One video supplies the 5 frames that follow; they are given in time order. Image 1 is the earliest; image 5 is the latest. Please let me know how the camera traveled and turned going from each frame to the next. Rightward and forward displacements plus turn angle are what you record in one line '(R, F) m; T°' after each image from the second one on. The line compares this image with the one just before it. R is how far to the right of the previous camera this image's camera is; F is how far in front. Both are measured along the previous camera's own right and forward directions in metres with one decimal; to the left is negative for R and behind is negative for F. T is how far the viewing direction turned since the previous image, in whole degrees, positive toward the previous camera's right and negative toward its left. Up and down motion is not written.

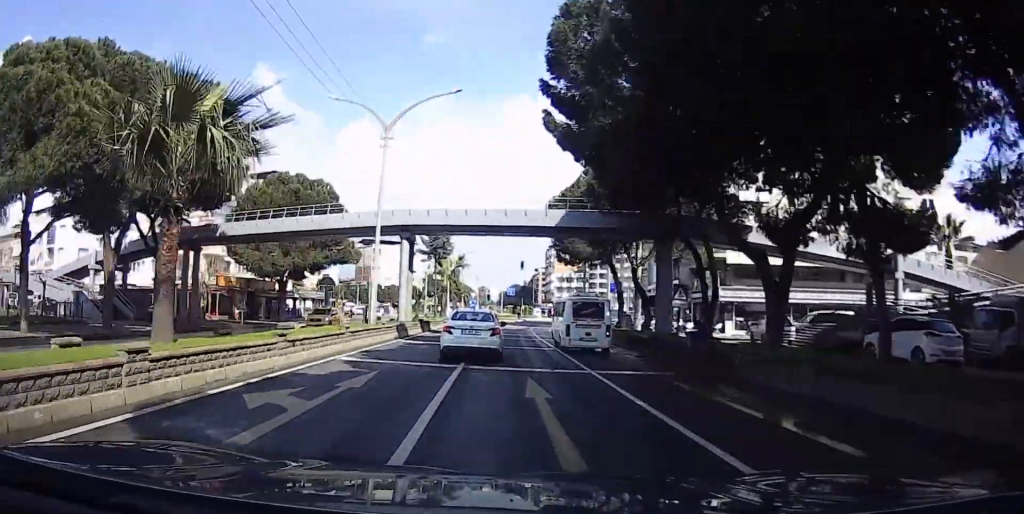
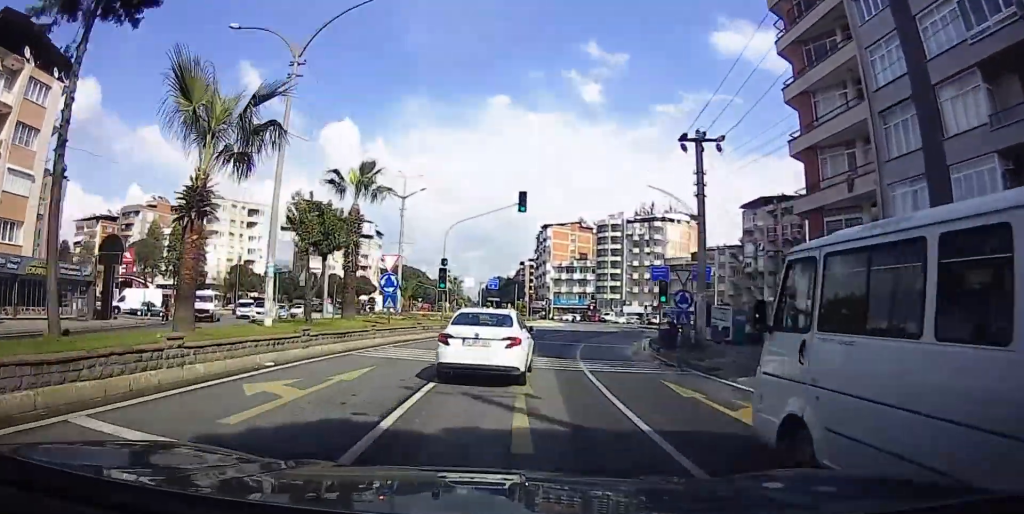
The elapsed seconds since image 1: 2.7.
(+3.7, +47.2) m; +9°
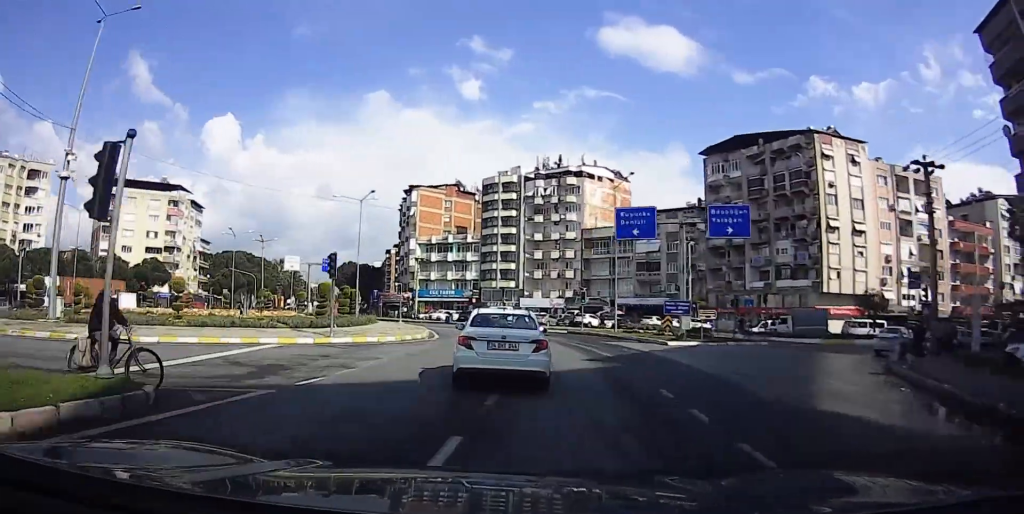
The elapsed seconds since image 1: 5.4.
(+0.1, +42.1) m; -1°
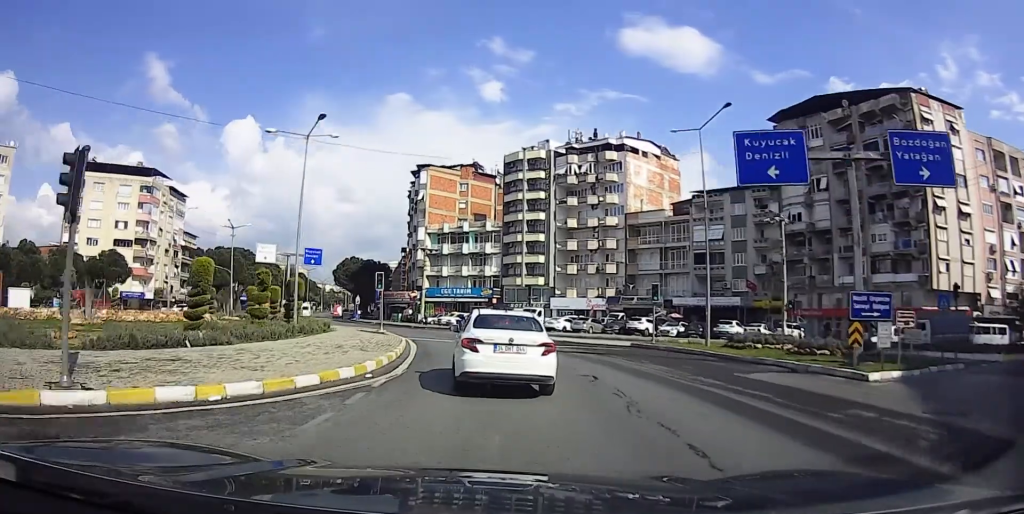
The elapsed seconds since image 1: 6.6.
(0.0, +16.5) m; +2°
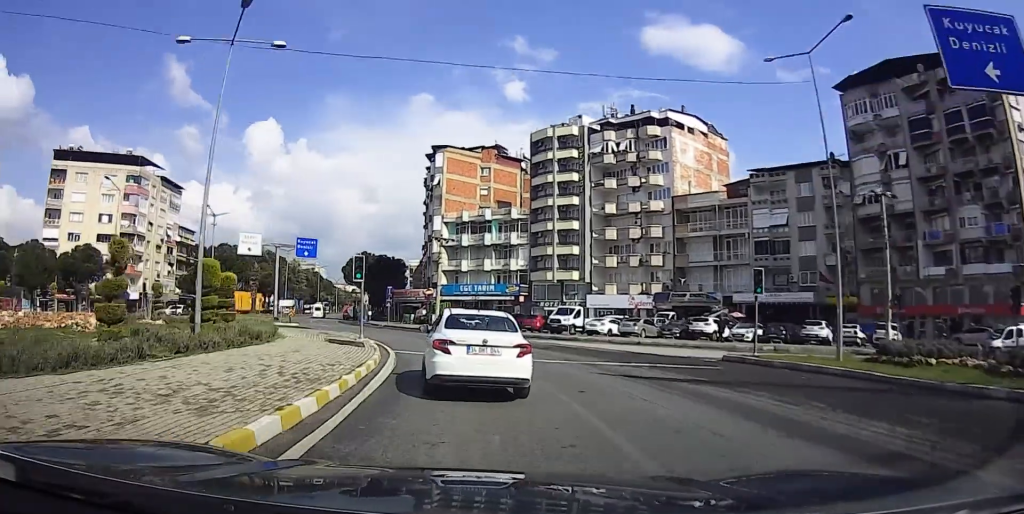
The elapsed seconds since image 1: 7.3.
(+0.4, +10.5) m; +6°
